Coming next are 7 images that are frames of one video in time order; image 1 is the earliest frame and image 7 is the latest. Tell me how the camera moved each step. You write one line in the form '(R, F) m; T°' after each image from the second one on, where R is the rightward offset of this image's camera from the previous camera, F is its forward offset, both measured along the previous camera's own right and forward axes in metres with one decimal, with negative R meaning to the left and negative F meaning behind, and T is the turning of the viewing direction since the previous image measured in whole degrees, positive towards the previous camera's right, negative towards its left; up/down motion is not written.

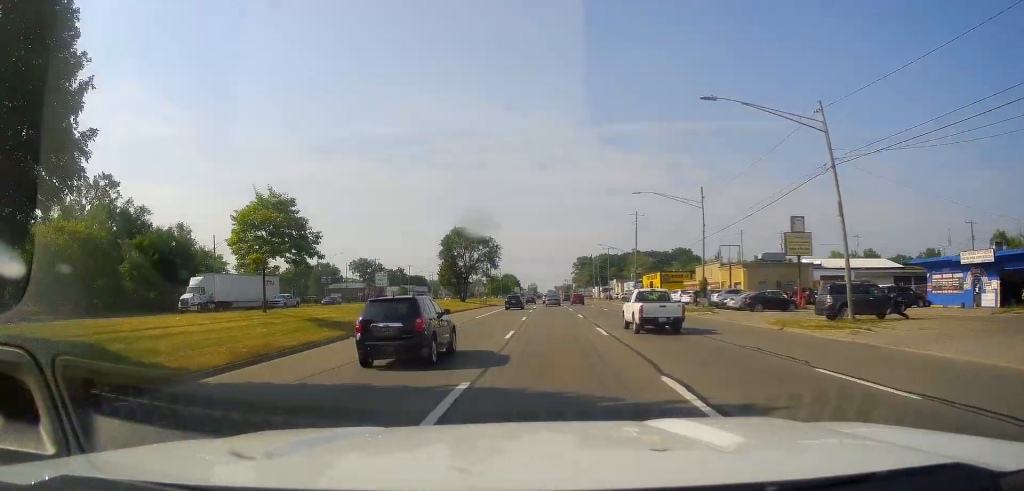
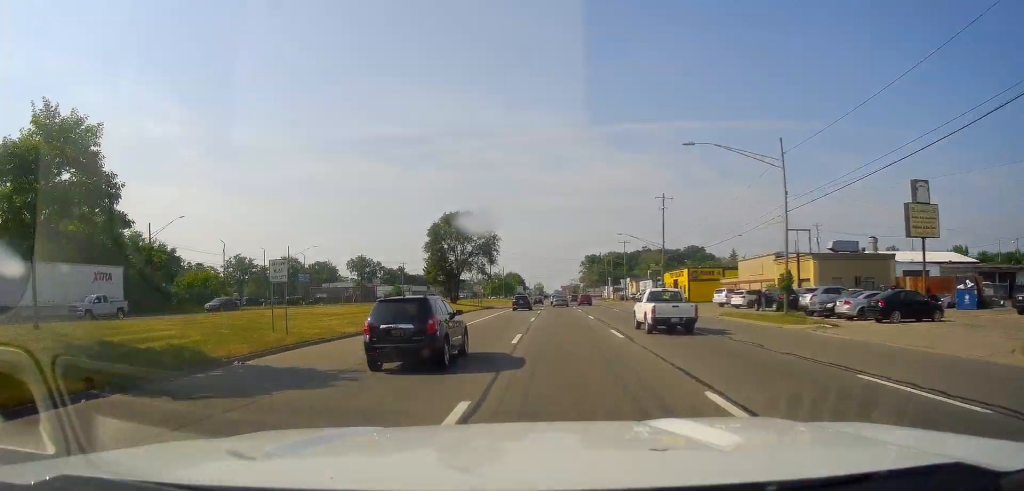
(-0.2, +17.2) m; 0°
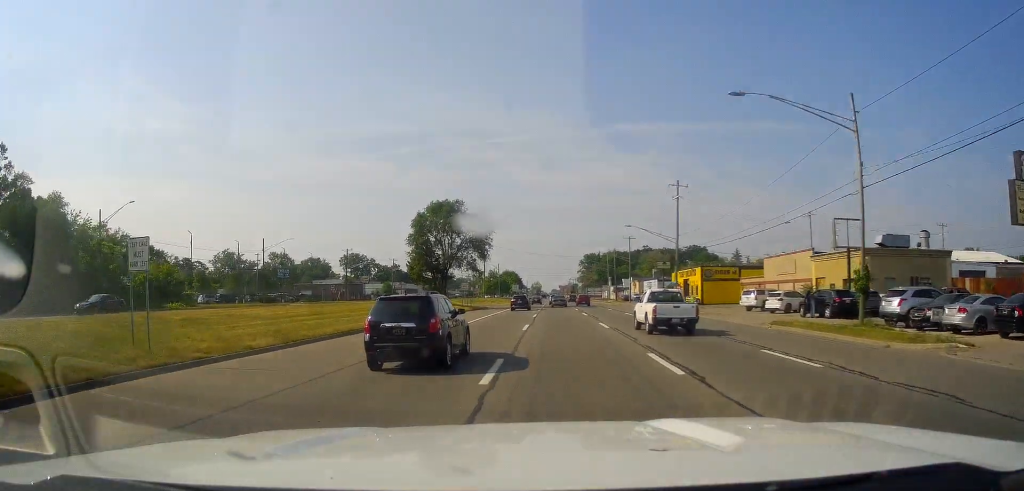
(-0.3, +9.4) m; 0°
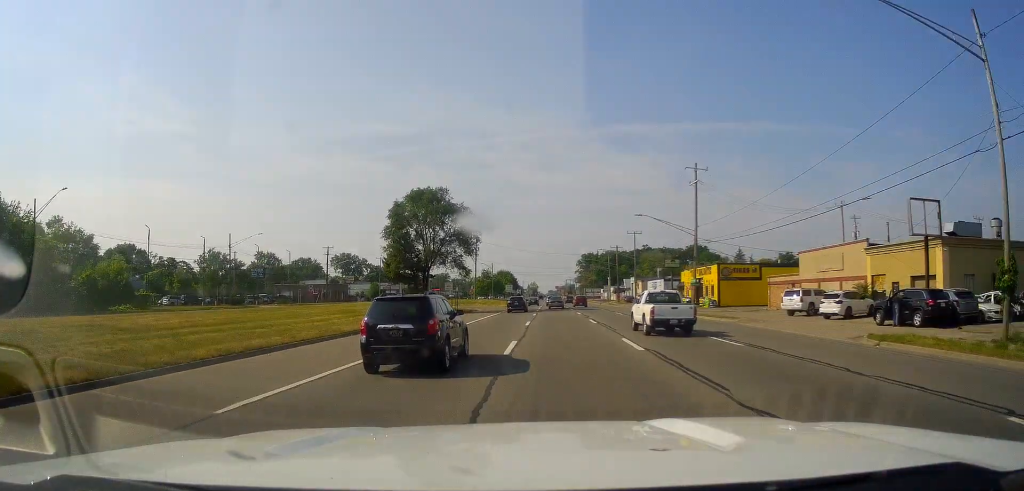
(+0.2, +10.1) m; +1°
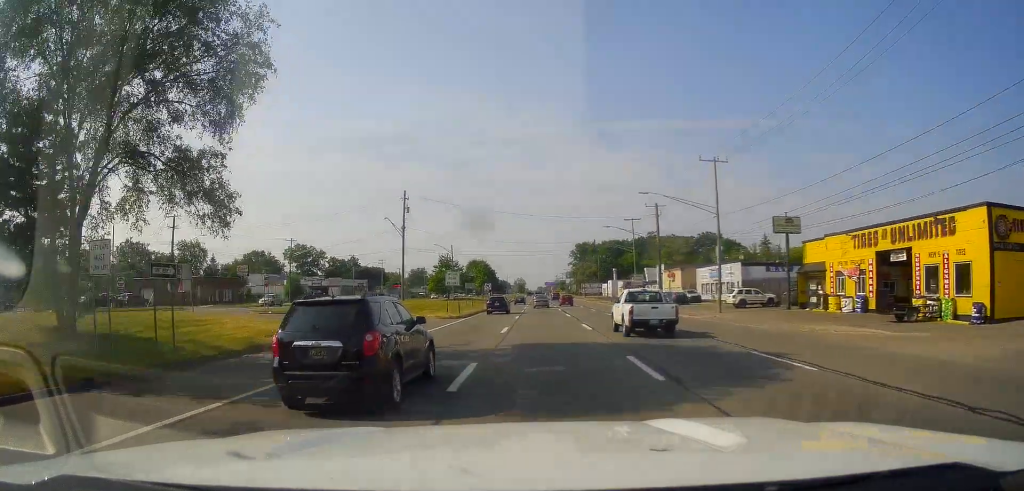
(+0.7, +51.2) m; 0°
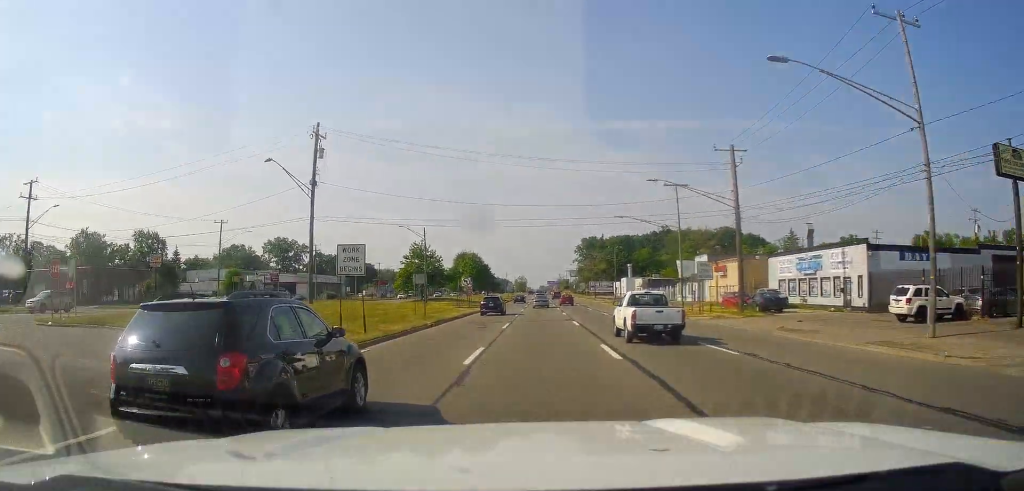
(+0.1, +26.1) m; +1°
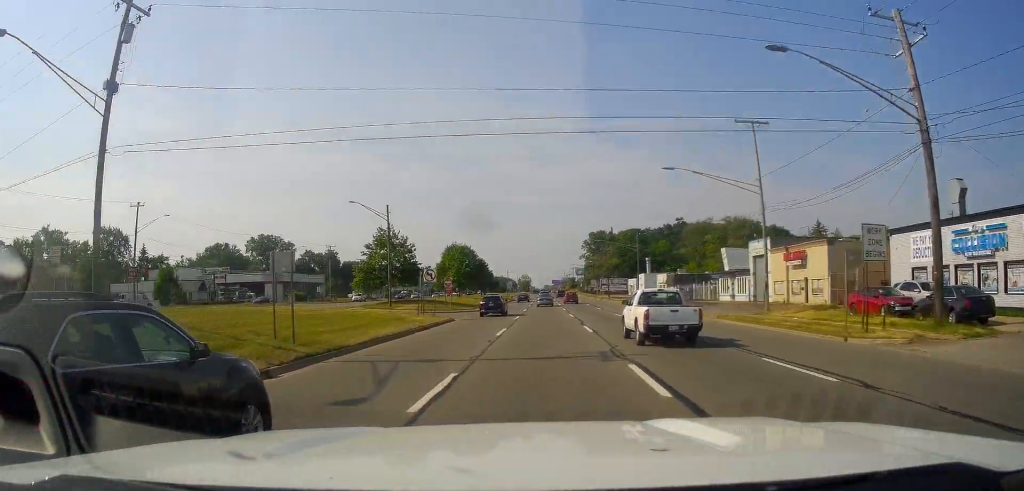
(+0.1, +21.0) m; -1°
